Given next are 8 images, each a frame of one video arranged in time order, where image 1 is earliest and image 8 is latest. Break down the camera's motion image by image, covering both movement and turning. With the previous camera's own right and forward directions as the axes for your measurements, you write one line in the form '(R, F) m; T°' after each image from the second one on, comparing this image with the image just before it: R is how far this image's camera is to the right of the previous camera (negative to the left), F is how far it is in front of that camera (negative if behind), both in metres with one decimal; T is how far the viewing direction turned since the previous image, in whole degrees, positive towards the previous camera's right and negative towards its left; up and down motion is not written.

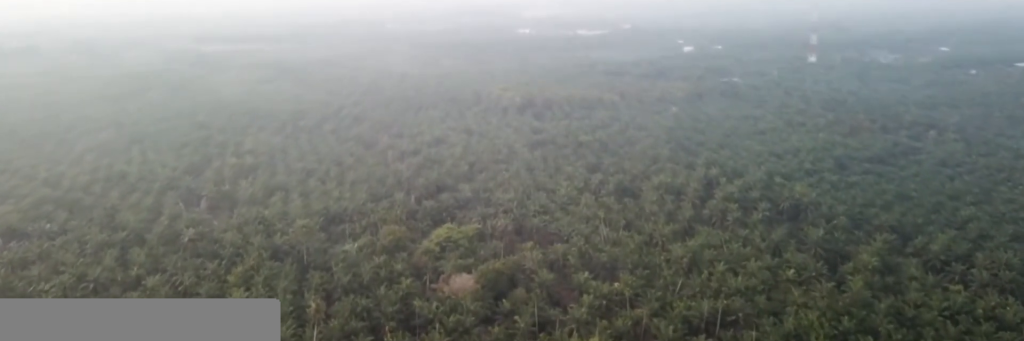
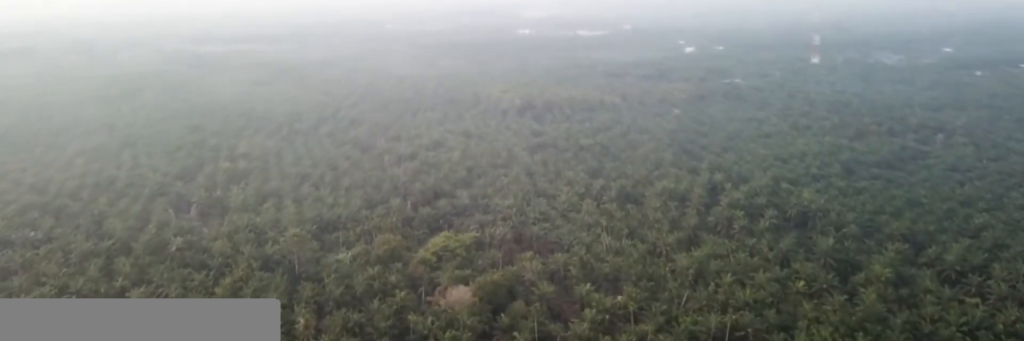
(0.0, +10.4) m; 0°
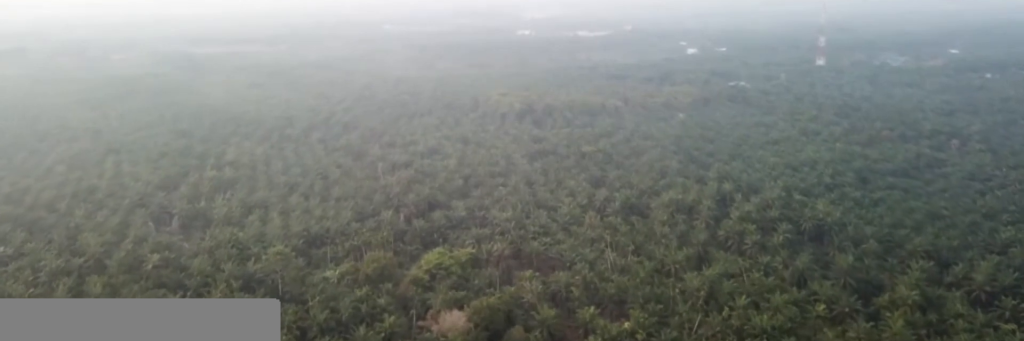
(0.0, +17.9) m; 0°
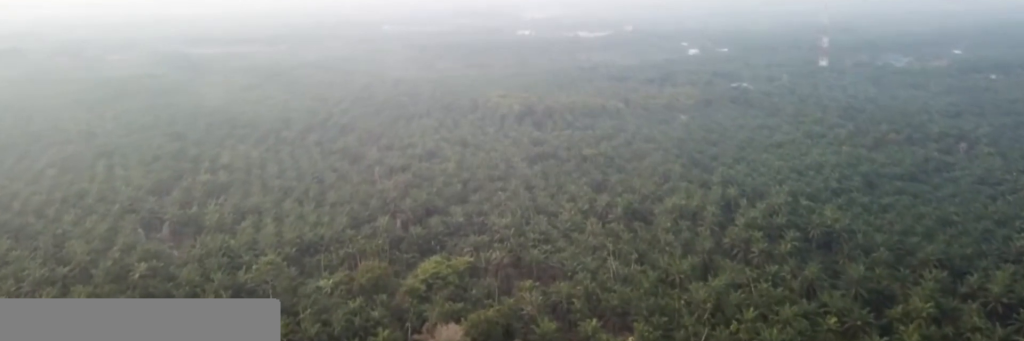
(0.0, +8.9) m; 0°
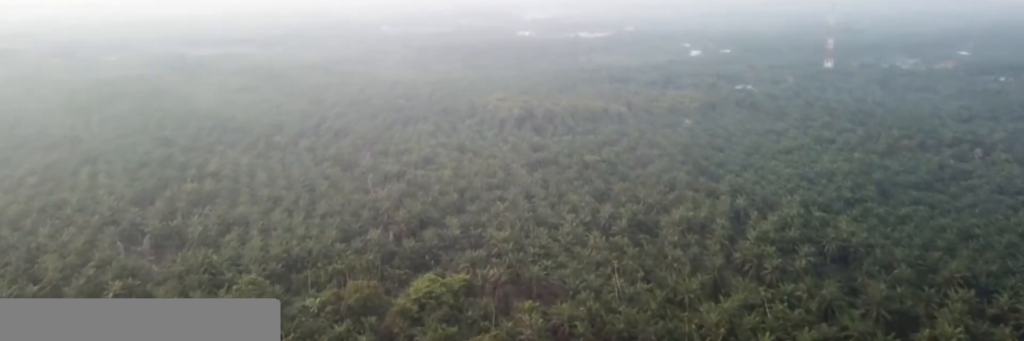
(0.0, +15.9) m; 0°
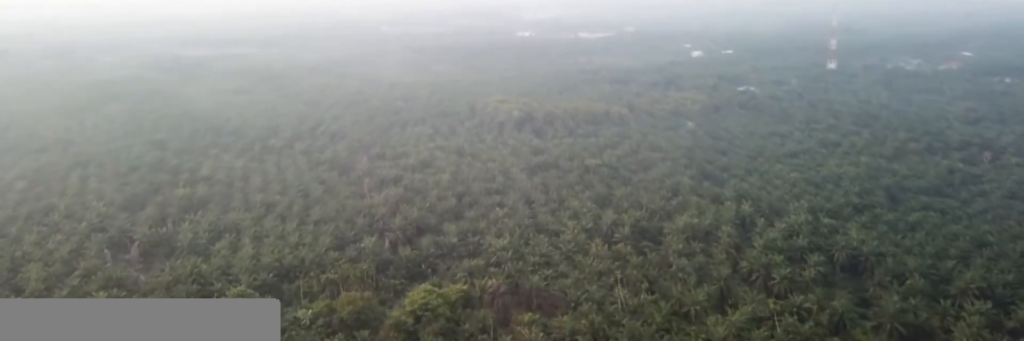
(0.0, +9.0) m; 0°
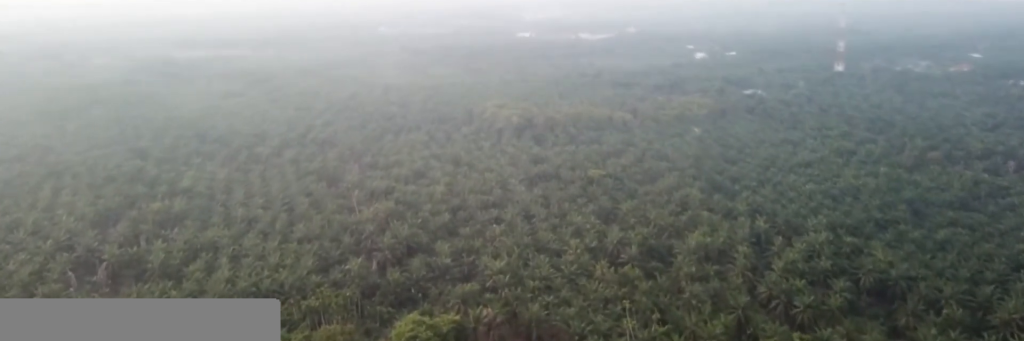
(0.0, +22.4) m; 0°
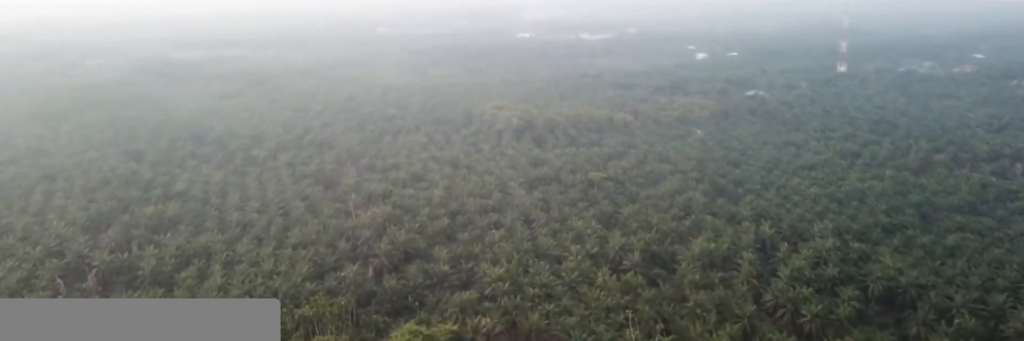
(0.0, +6.5) m; 0°
